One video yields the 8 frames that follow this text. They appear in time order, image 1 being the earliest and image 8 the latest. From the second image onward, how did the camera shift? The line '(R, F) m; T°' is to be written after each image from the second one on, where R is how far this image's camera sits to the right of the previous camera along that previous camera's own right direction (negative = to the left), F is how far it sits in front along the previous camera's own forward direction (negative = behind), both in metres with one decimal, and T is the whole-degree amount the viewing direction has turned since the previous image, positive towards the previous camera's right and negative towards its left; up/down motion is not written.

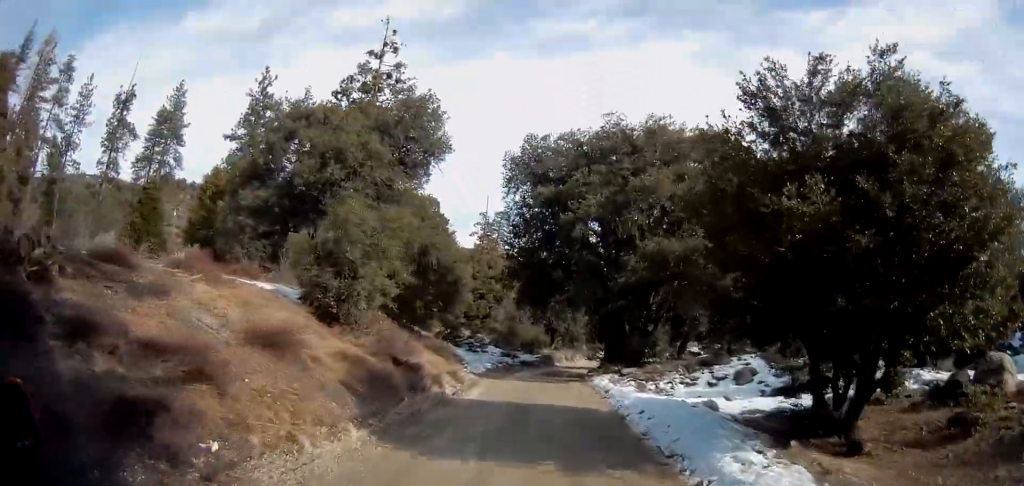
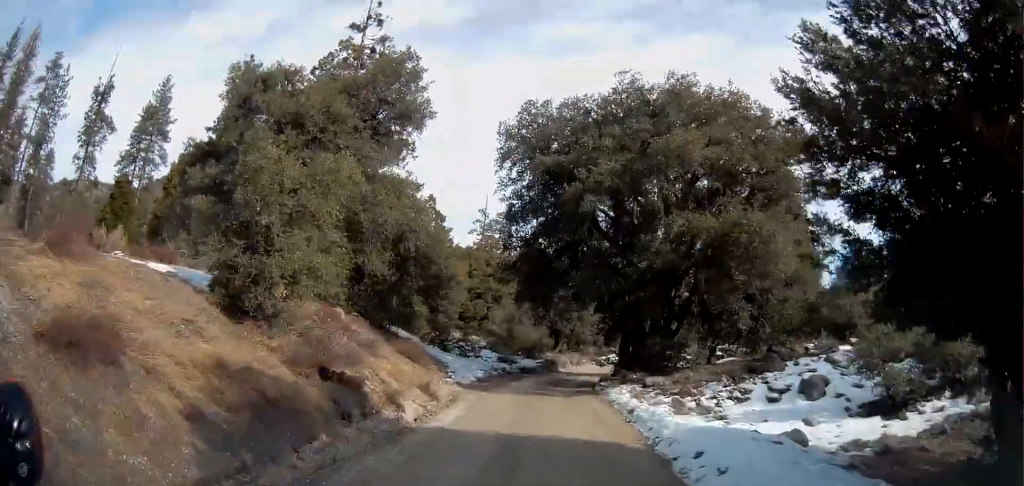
(0.0, +5.2) m; -1°
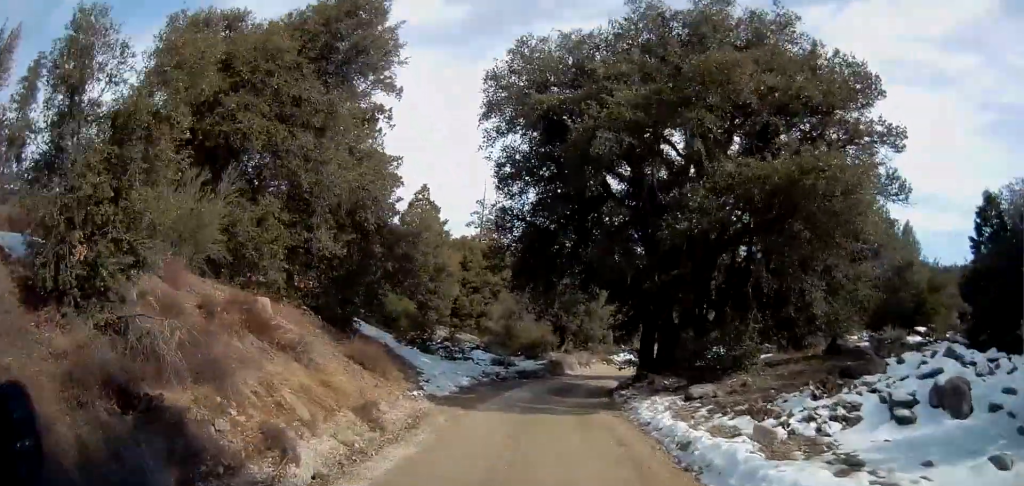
(-0.1, +5.7) m; -1°
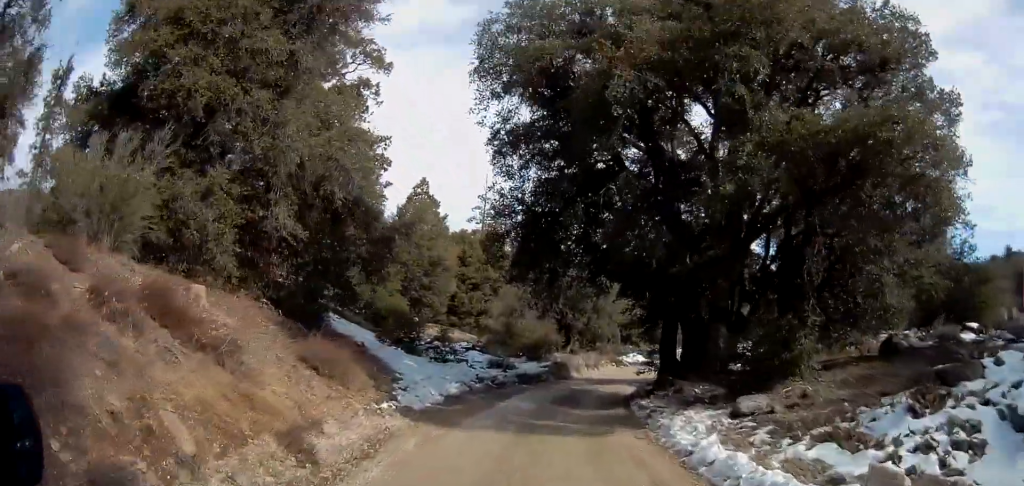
(-0.1, +3.3) m; 0°
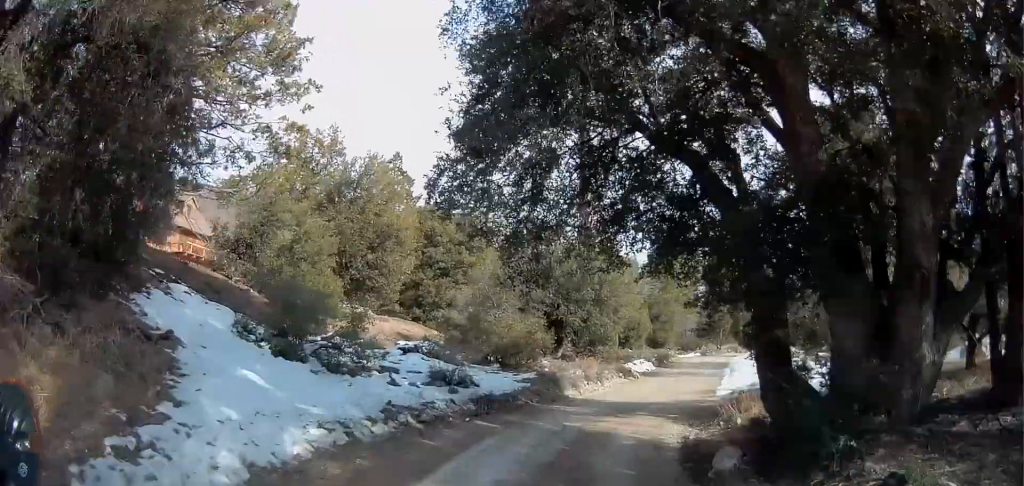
(+0.3, +10.0) m; +4°
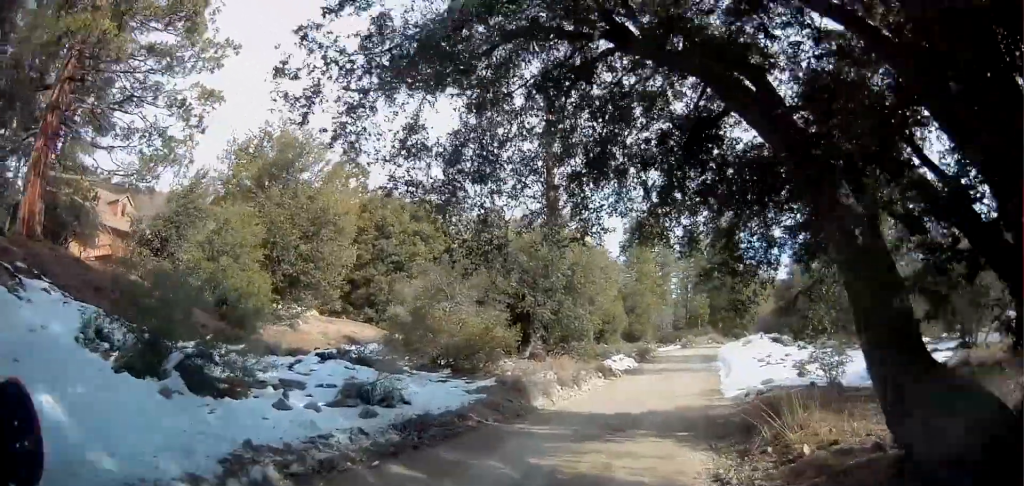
(+0.1, +4.5) m; +4°
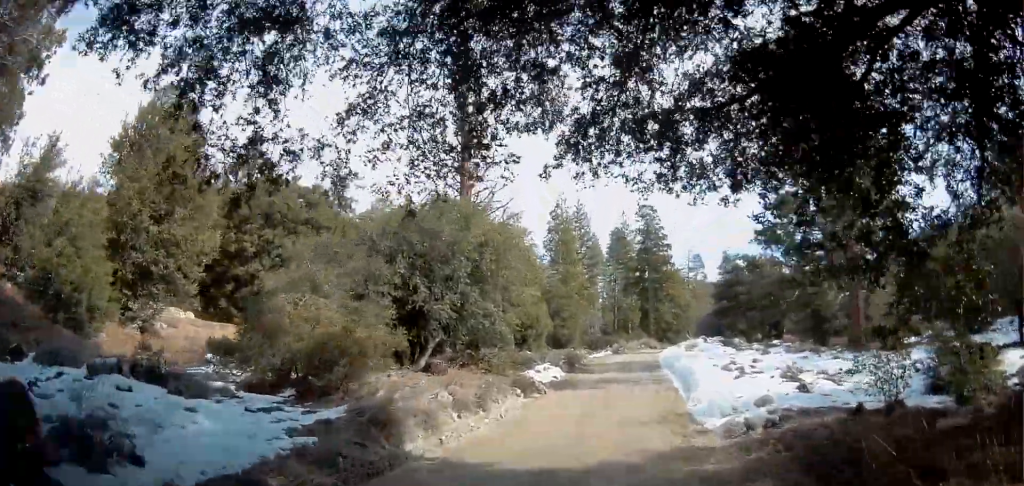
(+0.4, +5.9) m; +6°
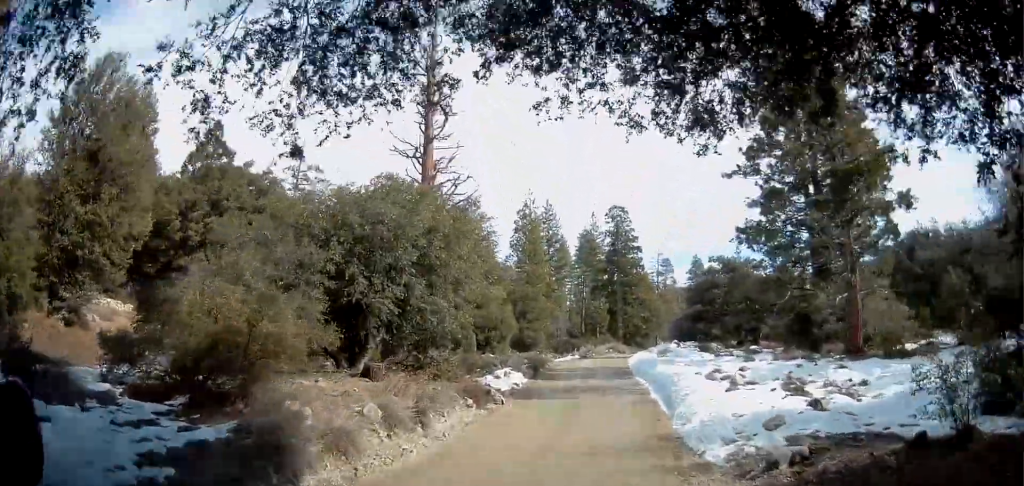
(+0.1, +2.7) m; +2°
